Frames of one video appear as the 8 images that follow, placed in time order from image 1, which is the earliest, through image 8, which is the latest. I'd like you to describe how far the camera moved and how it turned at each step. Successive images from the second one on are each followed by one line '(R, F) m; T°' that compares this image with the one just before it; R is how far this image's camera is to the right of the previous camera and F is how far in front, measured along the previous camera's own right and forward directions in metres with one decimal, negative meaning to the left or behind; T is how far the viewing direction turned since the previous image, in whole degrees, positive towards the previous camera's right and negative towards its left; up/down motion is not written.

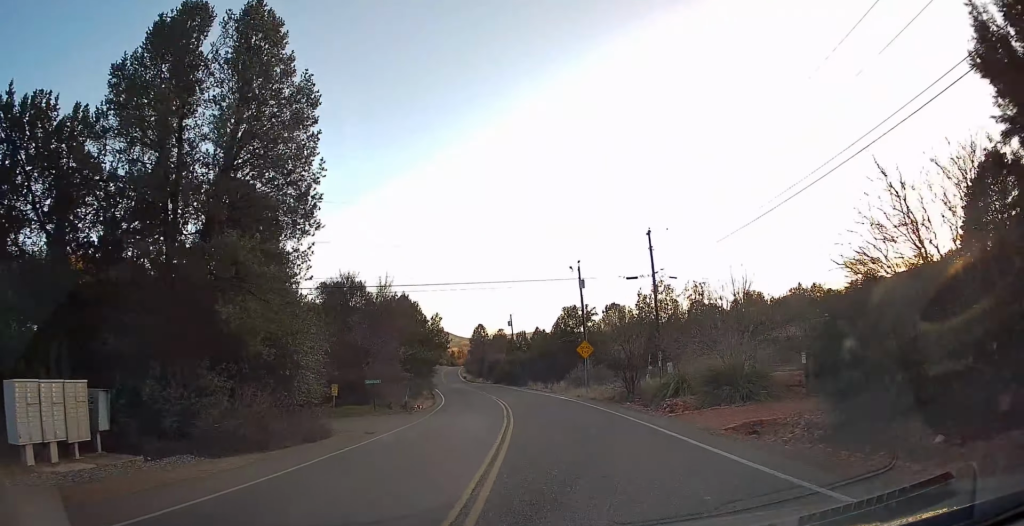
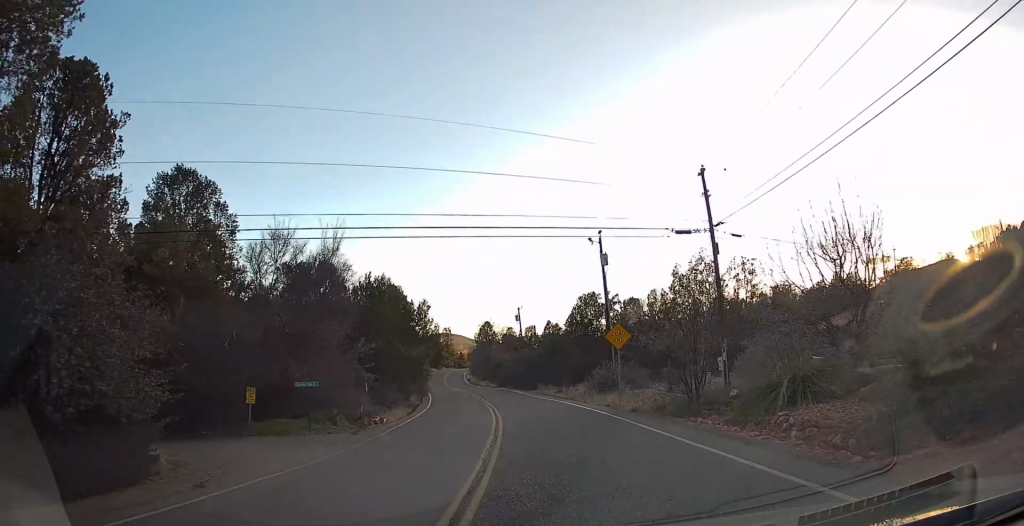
(+0.3, +10.9) m; -2°
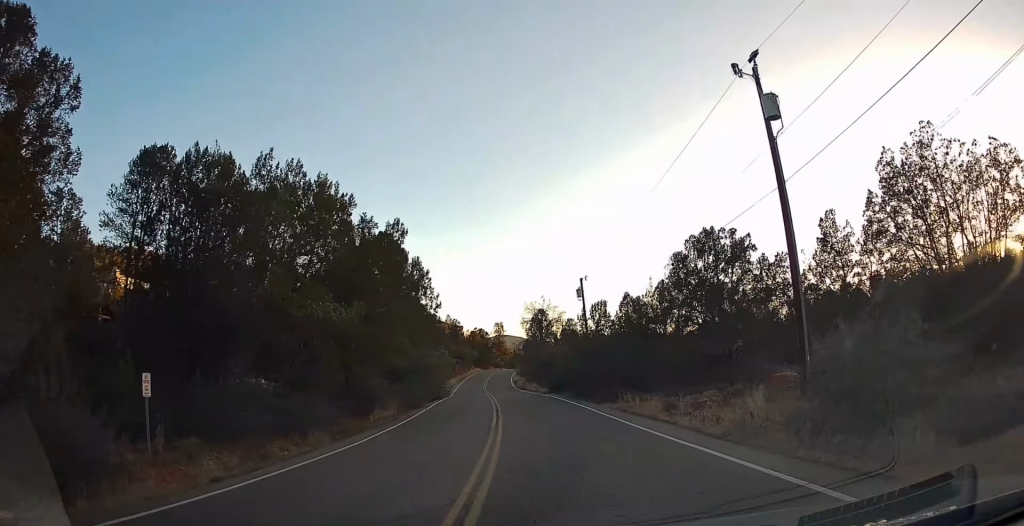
(-1.8, +22.8) m; -7°
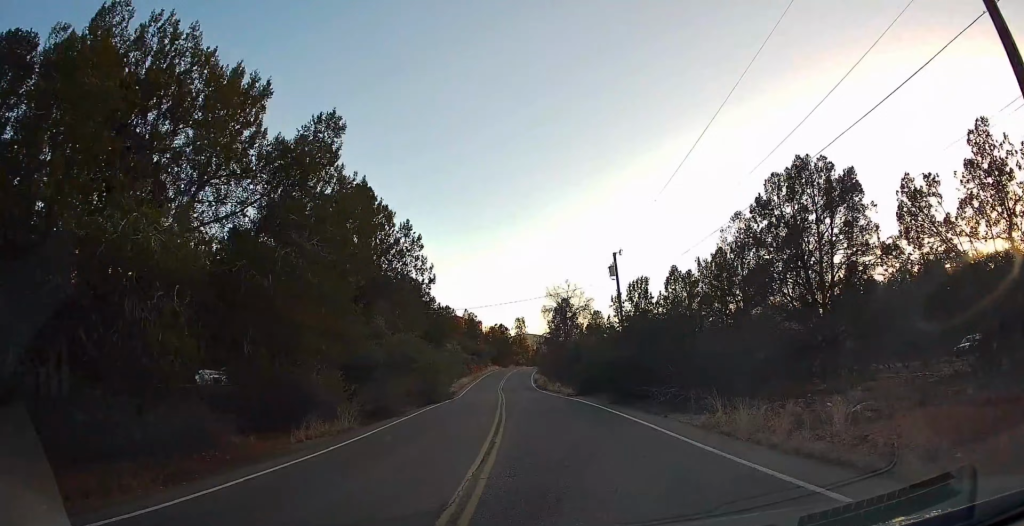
(-0.1, +9.6) m; -1°
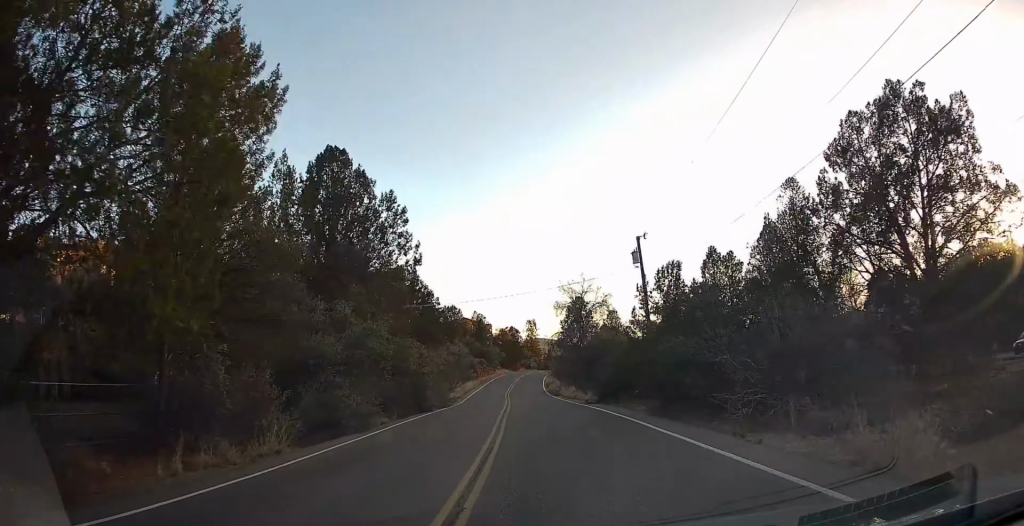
(-0.1, +6.3) m; 0°
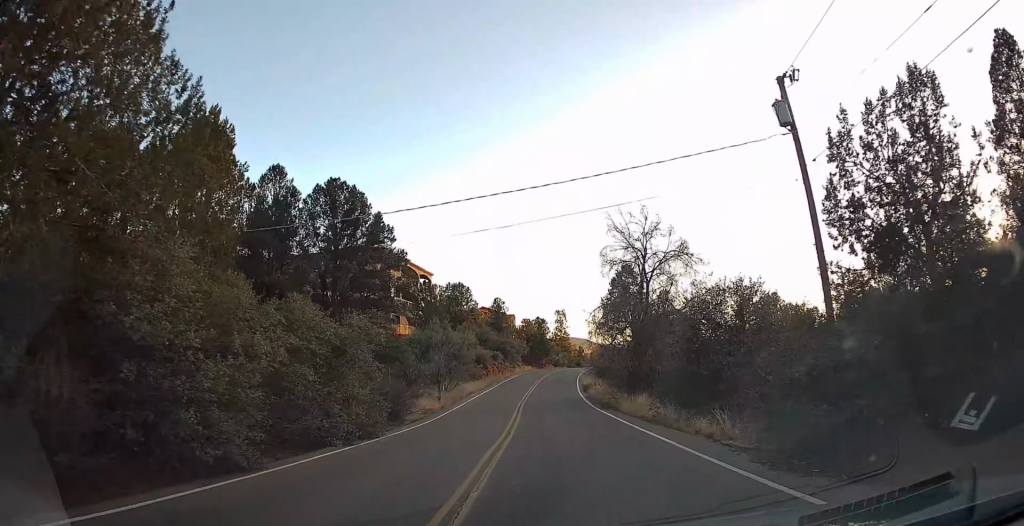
(-0.2, +21.4) m; -3°
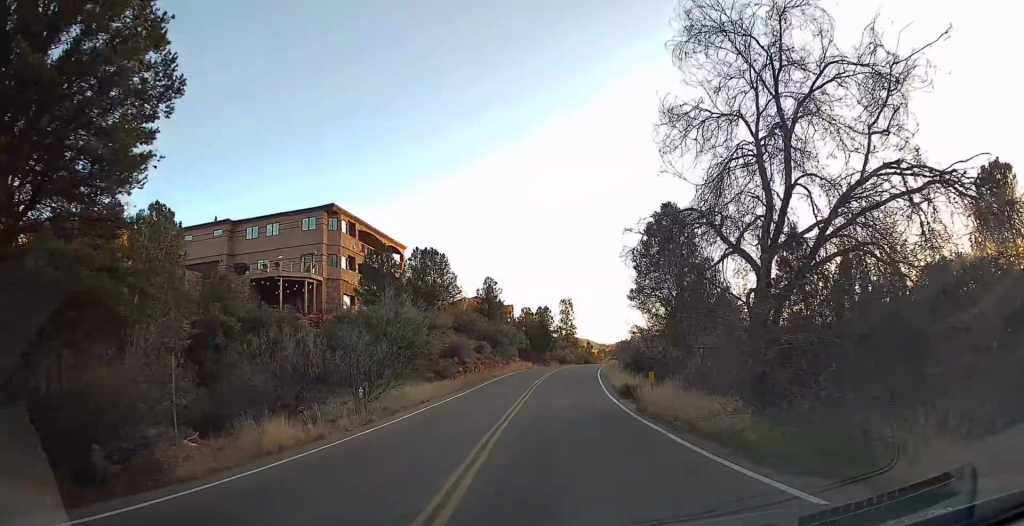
(-0.9, +19.1) m; -2°
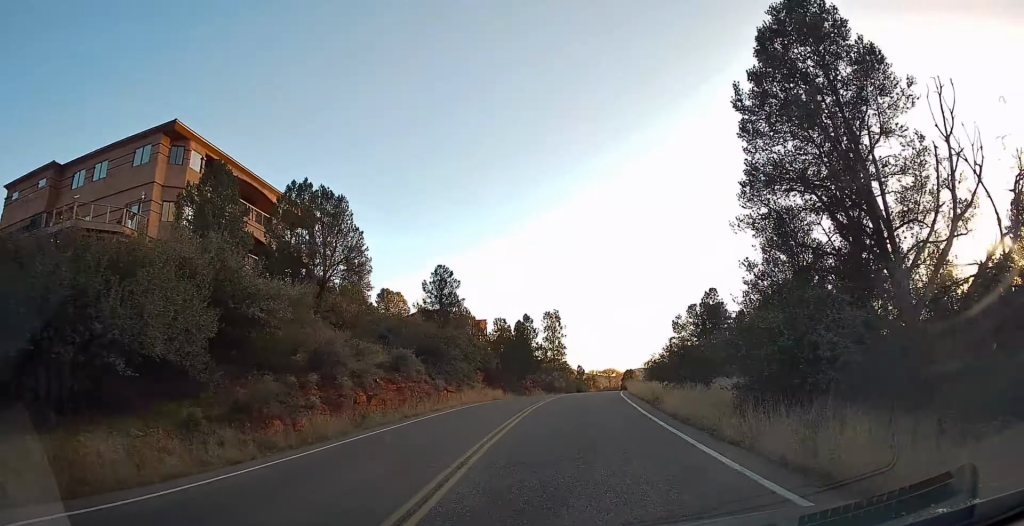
(+1.1, +23.8) m; +3°
